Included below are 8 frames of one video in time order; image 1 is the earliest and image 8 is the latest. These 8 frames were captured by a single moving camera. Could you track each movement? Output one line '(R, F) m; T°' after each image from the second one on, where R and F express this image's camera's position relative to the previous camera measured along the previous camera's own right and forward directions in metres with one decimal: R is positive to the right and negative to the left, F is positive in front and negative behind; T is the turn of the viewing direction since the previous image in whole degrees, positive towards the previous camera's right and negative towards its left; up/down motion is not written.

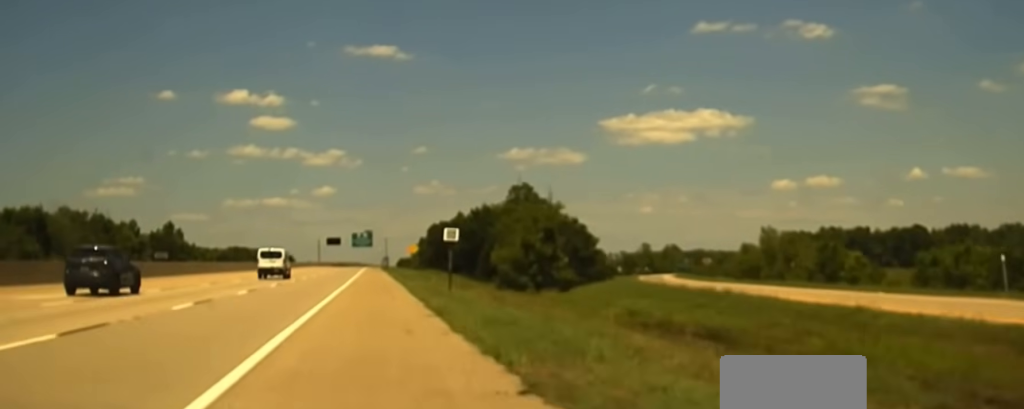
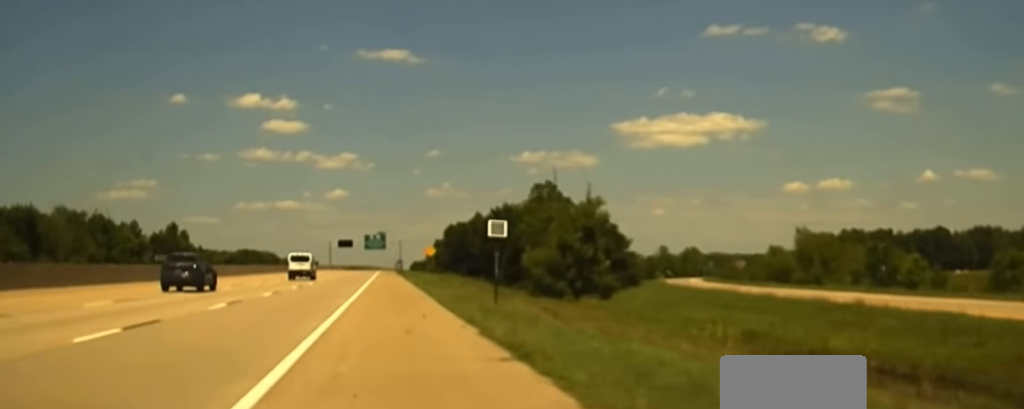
(0.0, +10.5) m; -1°
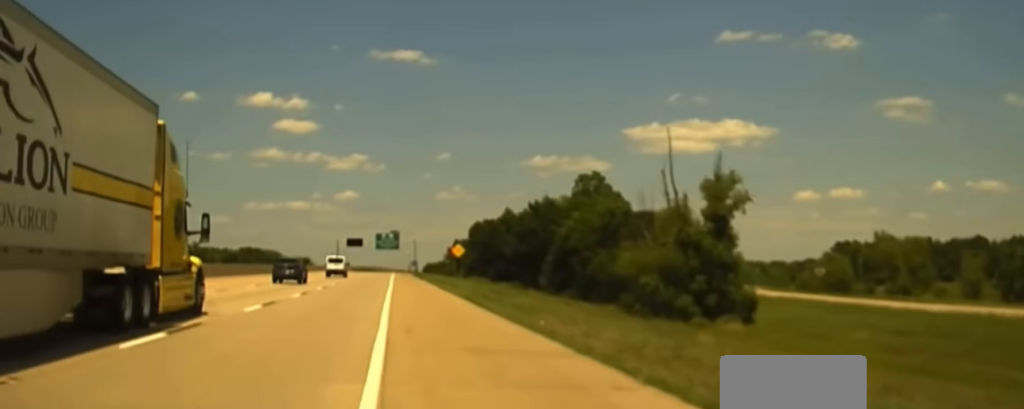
(-0.2, +26.7) m; +1°
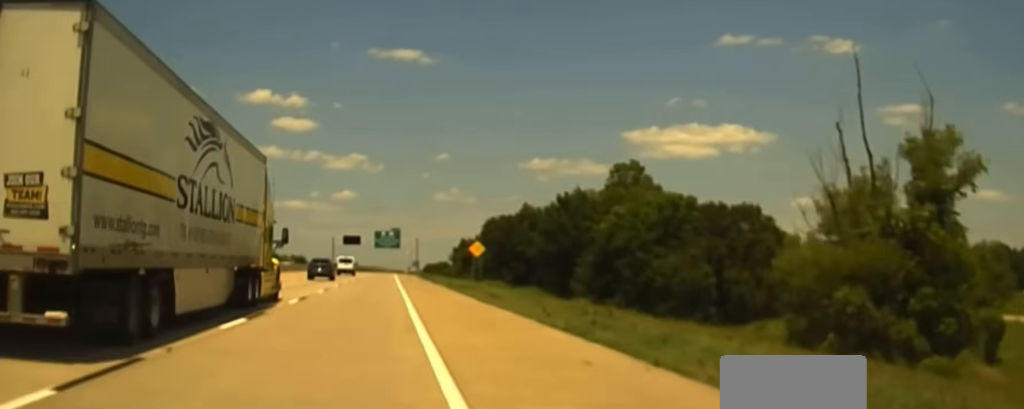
(+0.3, +20.8) m; +1°
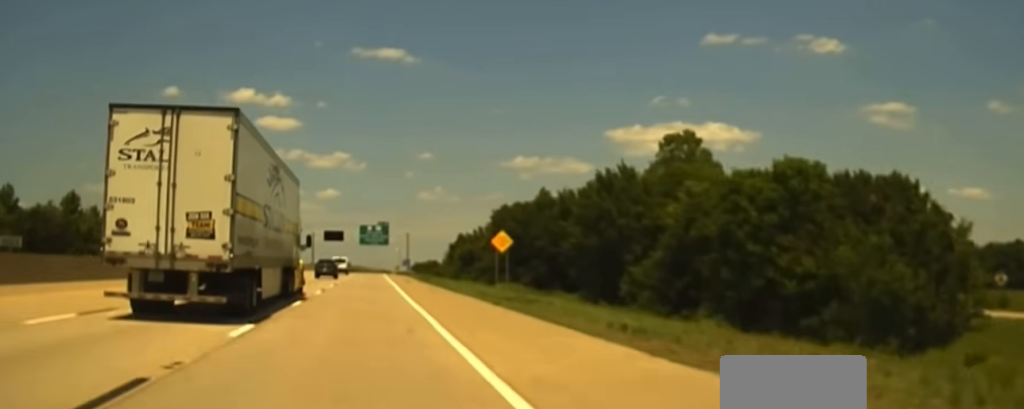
(+0.1, +25.8) m; 0°
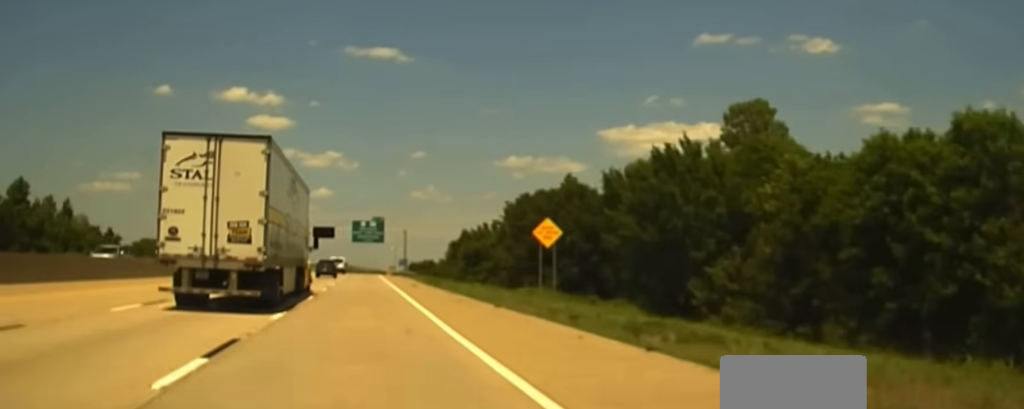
(-0.1, +19.8) m; 0°
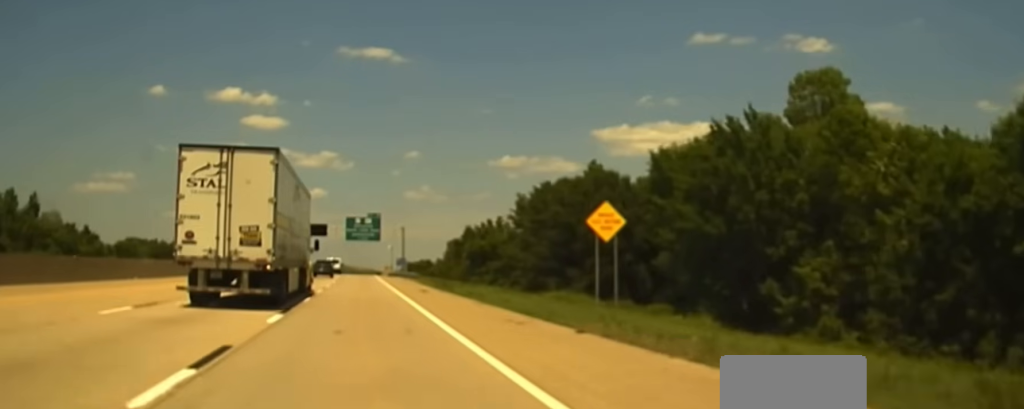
(-0.2, +13.0) m; +1°
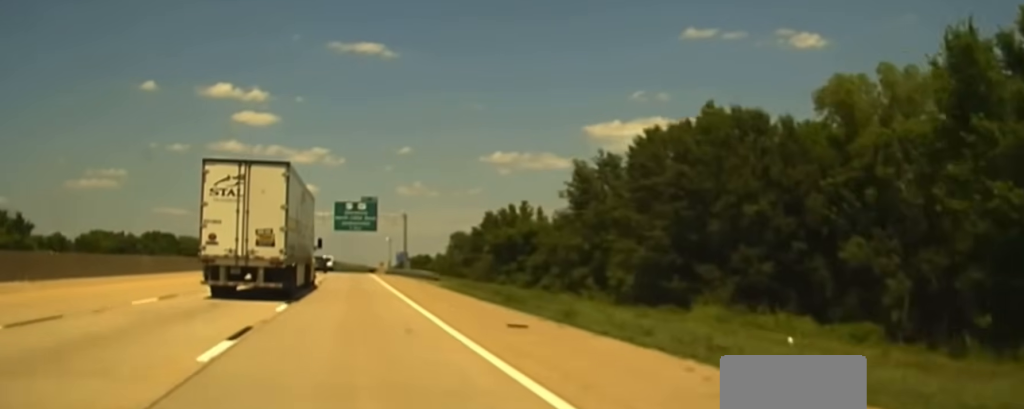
(+0.7, +33.6) m; +1°
